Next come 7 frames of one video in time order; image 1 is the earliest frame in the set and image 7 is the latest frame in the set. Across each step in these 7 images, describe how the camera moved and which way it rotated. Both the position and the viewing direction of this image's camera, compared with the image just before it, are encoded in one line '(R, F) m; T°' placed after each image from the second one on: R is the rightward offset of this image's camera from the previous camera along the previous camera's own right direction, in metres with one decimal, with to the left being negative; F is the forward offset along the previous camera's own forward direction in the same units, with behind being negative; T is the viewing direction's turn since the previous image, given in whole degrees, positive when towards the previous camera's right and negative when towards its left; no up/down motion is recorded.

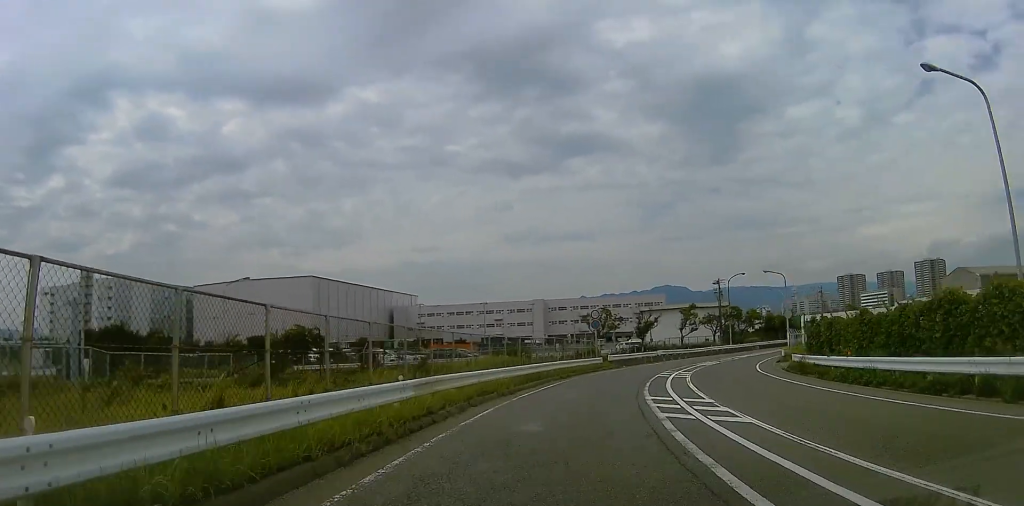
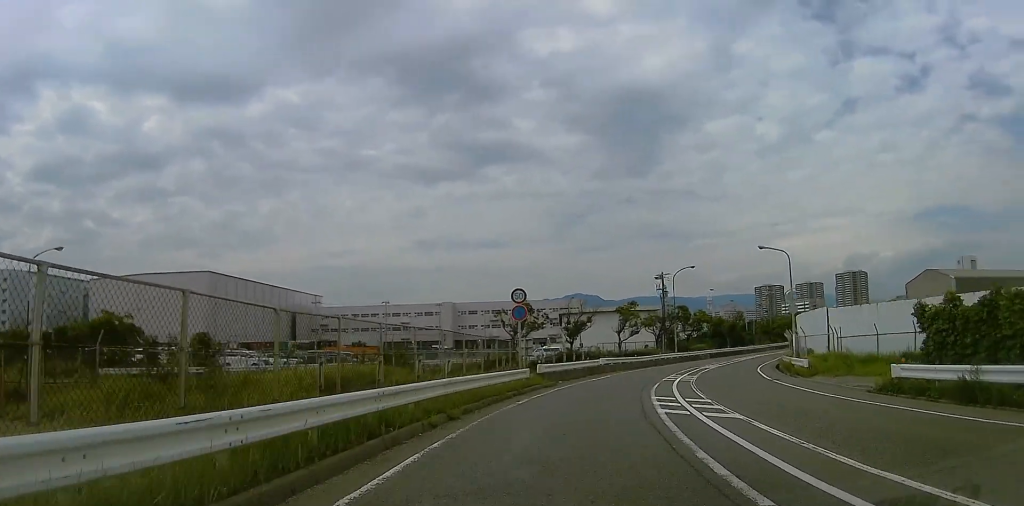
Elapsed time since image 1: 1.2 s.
(+0.9, +14.9) m; +4°
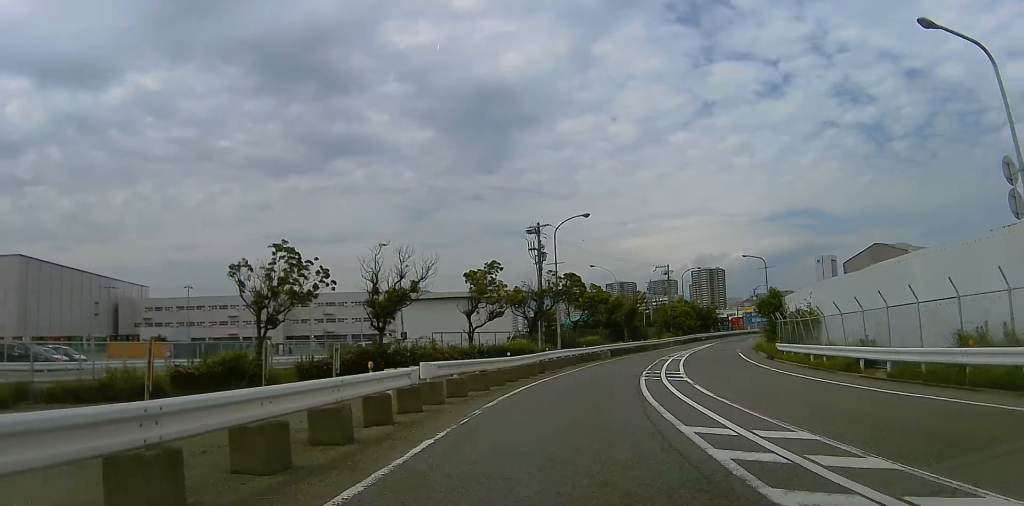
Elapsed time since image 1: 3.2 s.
(+2.6, +24.7) m; +17°
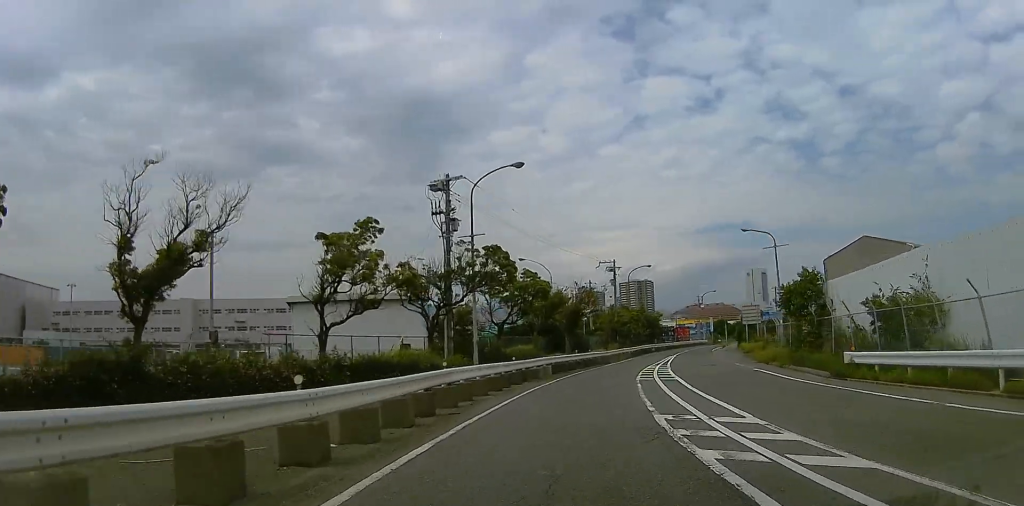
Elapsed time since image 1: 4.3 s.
(+1.5, +14.4) m; +7°
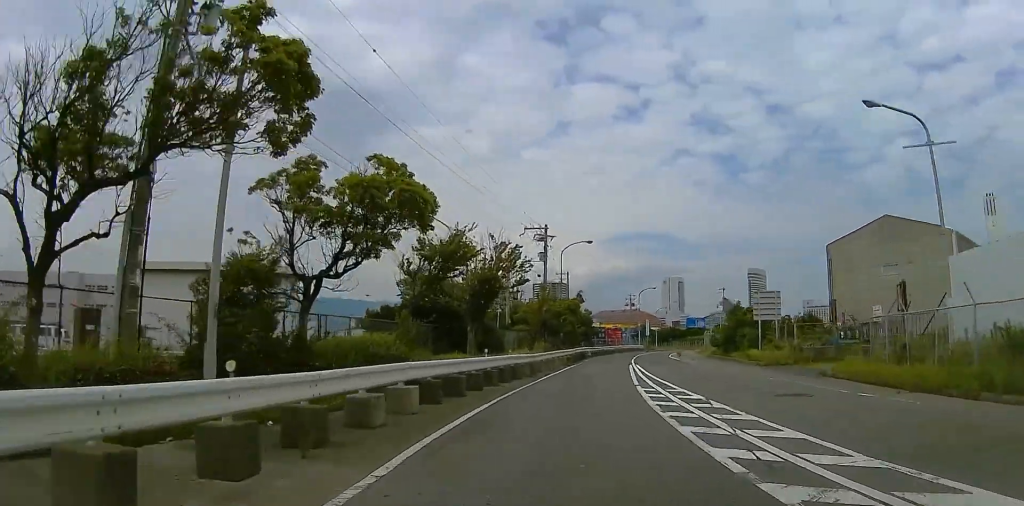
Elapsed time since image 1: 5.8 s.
(+0.2, +18.7) m; +6°
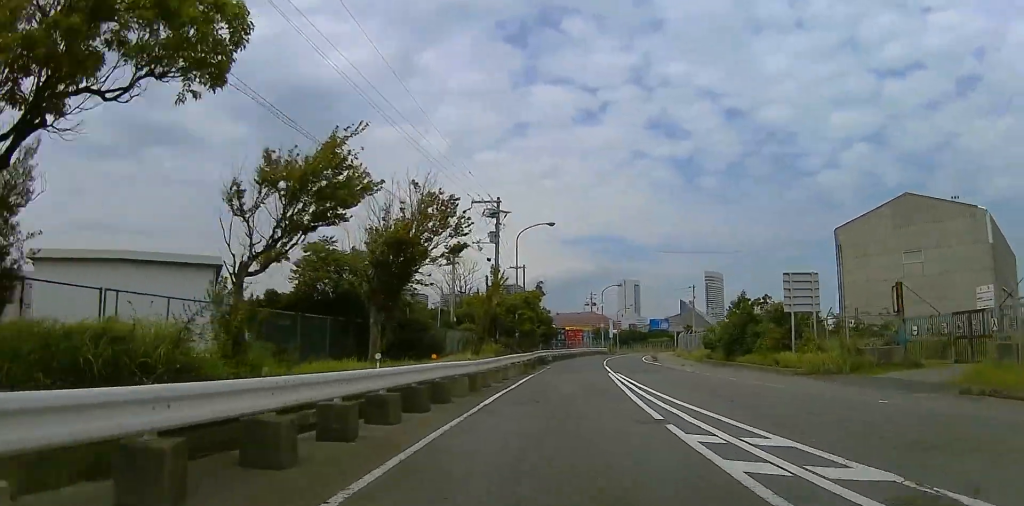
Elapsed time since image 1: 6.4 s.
(+0.7, +8.9) m; +9°
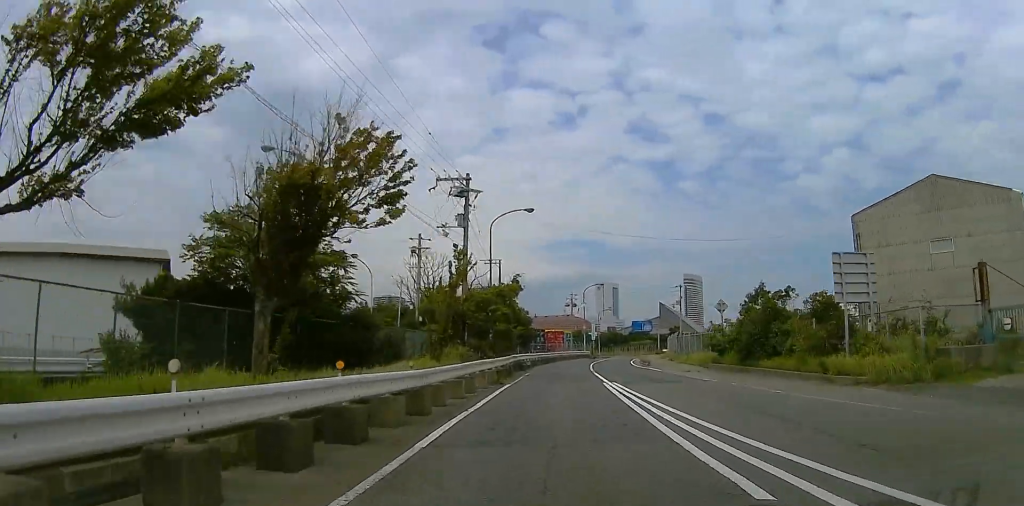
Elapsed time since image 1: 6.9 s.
(-0.1, +5.6) m; +5°
